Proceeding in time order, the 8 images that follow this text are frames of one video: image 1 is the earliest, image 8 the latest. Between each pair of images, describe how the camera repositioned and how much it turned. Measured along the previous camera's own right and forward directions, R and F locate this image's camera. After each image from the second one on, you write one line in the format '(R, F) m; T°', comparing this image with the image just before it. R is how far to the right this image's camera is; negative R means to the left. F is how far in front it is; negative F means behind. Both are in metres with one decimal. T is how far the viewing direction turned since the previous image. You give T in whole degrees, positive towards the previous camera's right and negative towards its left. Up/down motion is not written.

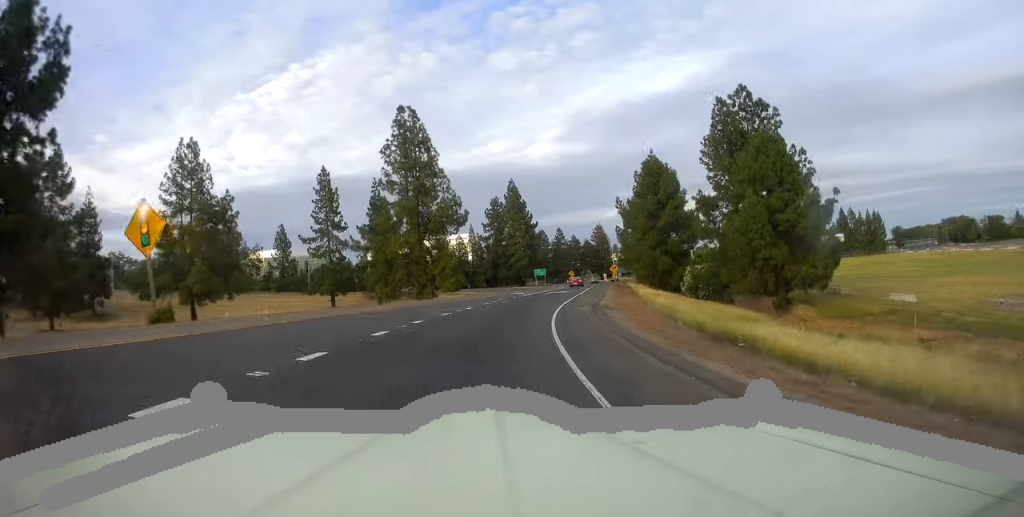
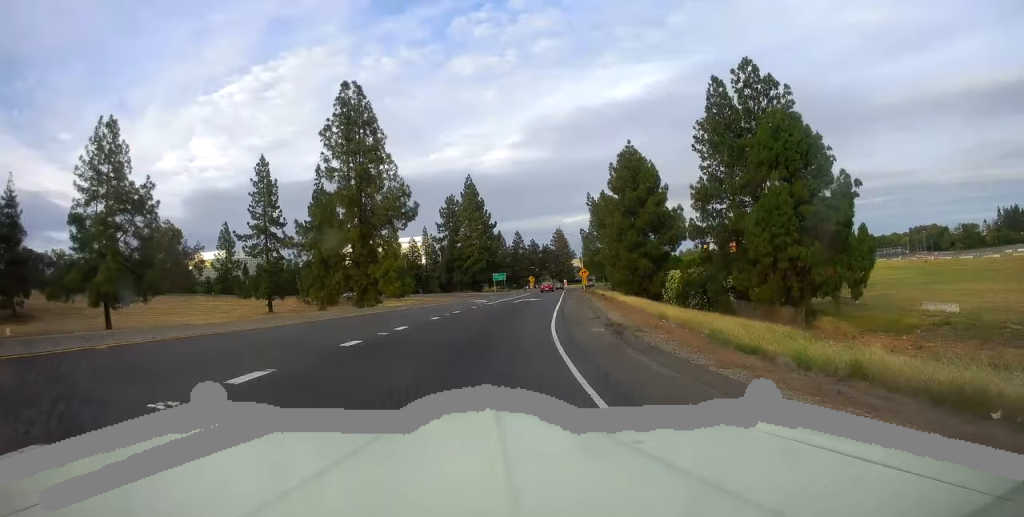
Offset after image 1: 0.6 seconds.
(+0.1, +11.5) m; +2°
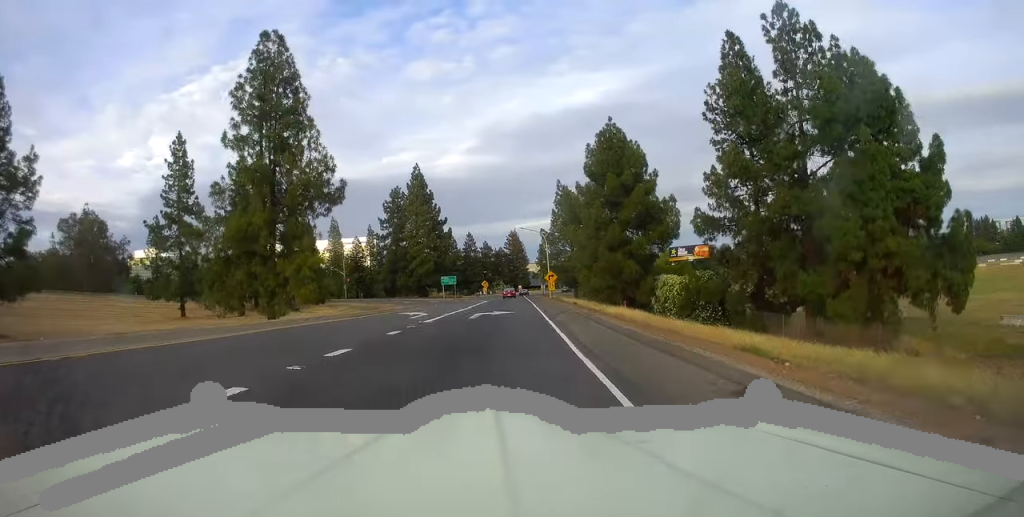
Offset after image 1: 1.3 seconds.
(+0.4, +15.4) m; +4°
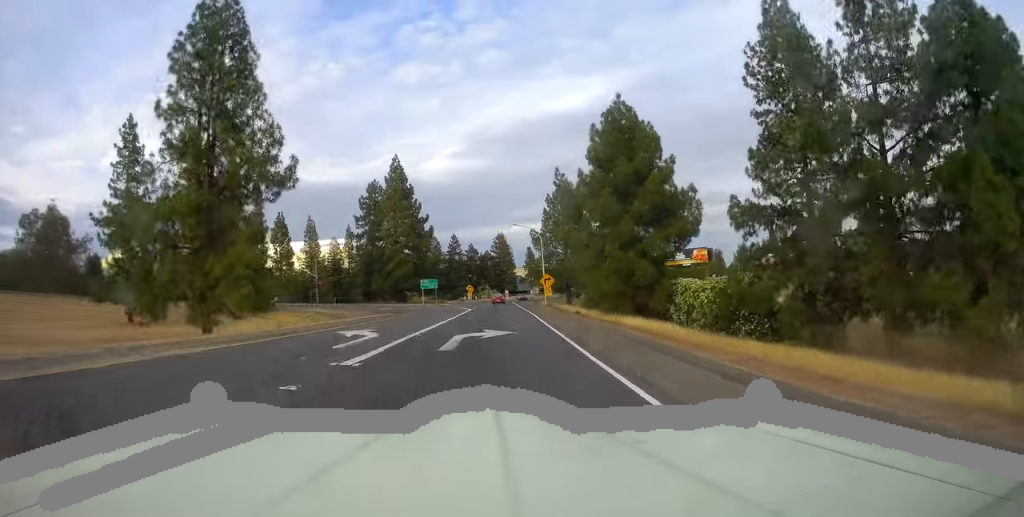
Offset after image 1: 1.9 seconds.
(+0.5, +10.7) m; +5°
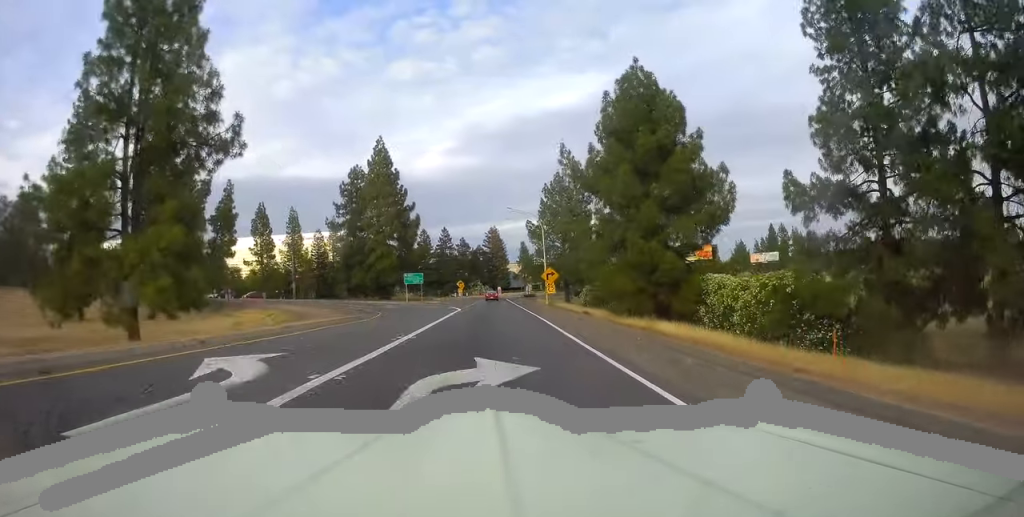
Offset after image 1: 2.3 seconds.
(0.0, +9.3) m; +5°
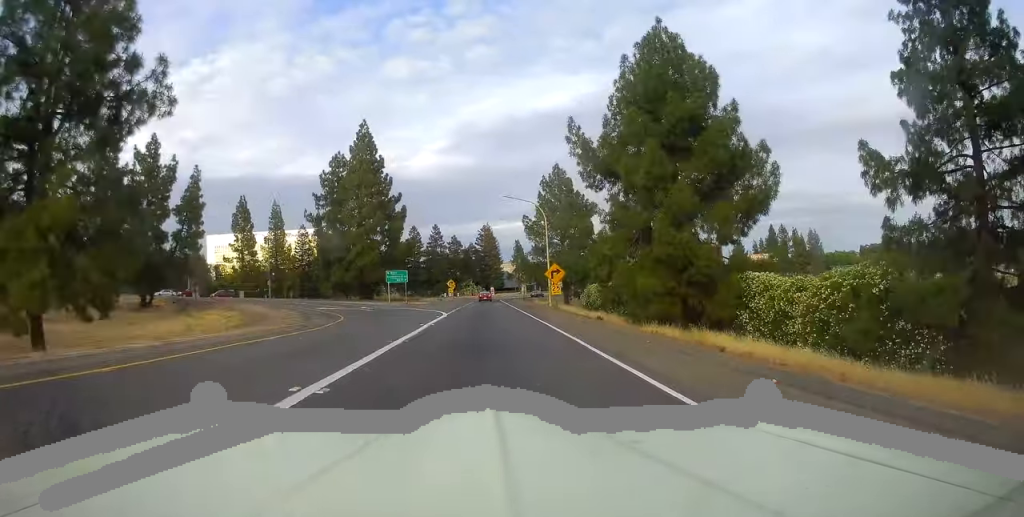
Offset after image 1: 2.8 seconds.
(+0.5, +8.8) m; +3°
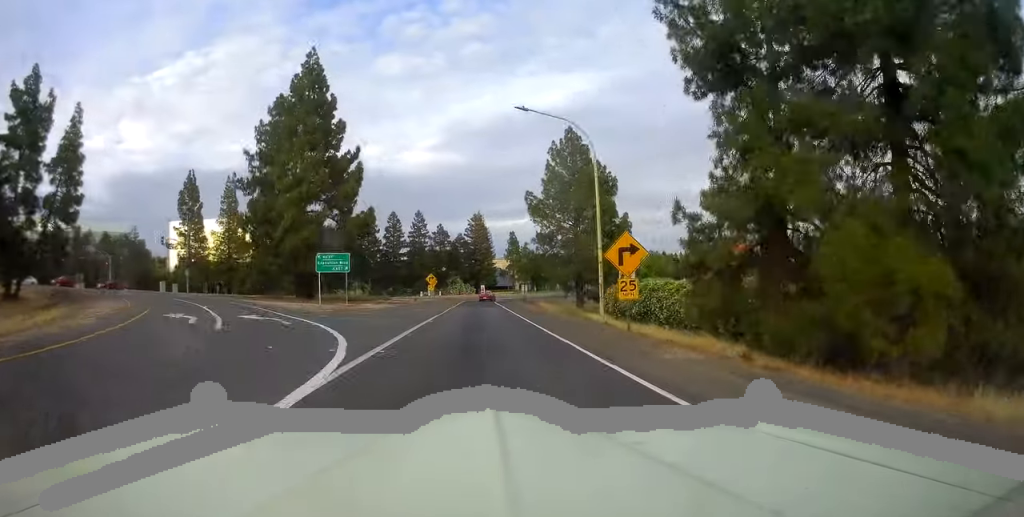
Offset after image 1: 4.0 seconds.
(+1.9, +25.8) m; +3°
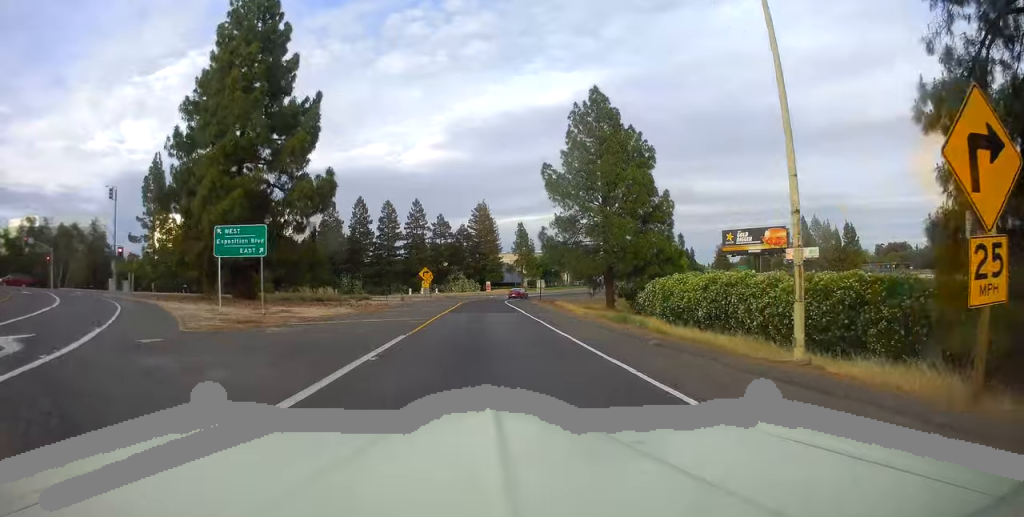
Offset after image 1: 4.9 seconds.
(-0.2, +16.7) m; -1°
